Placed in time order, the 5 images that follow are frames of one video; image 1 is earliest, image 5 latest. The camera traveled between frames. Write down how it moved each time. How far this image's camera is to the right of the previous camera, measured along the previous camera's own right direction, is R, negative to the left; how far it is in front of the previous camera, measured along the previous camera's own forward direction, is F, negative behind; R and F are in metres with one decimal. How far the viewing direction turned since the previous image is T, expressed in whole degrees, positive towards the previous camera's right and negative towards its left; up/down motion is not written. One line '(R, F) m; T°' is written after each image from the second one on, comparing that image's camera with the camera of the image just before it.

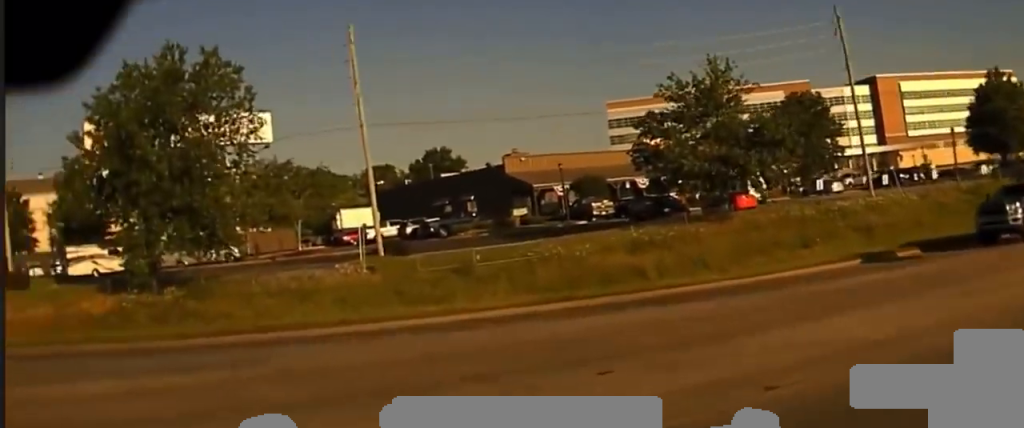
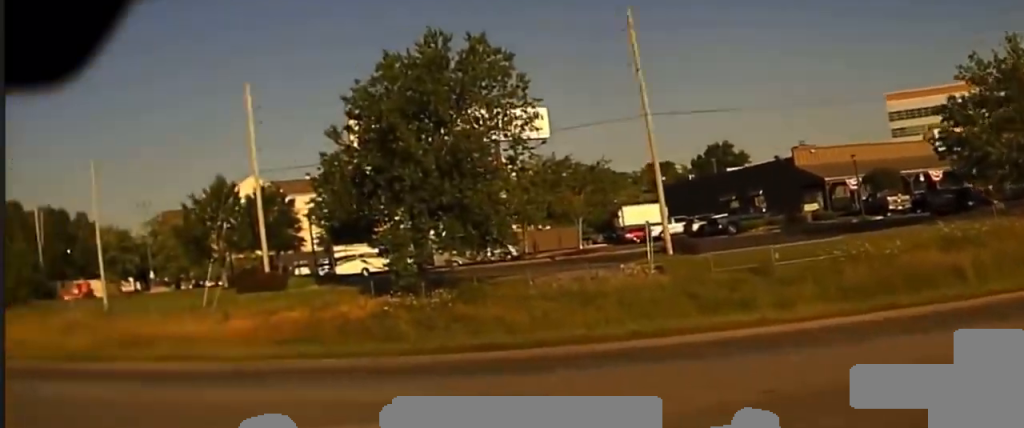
(-0.7, +5.1) m; -20°
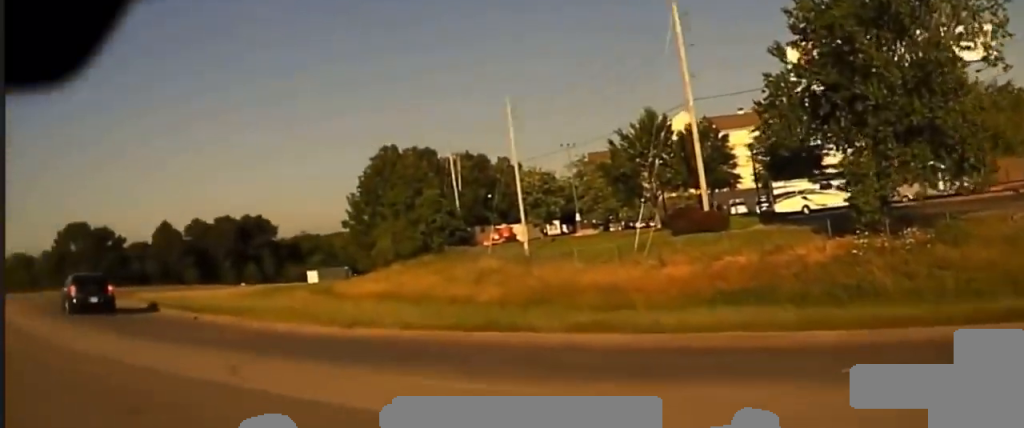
(-2.0, +5.8) m; -27°
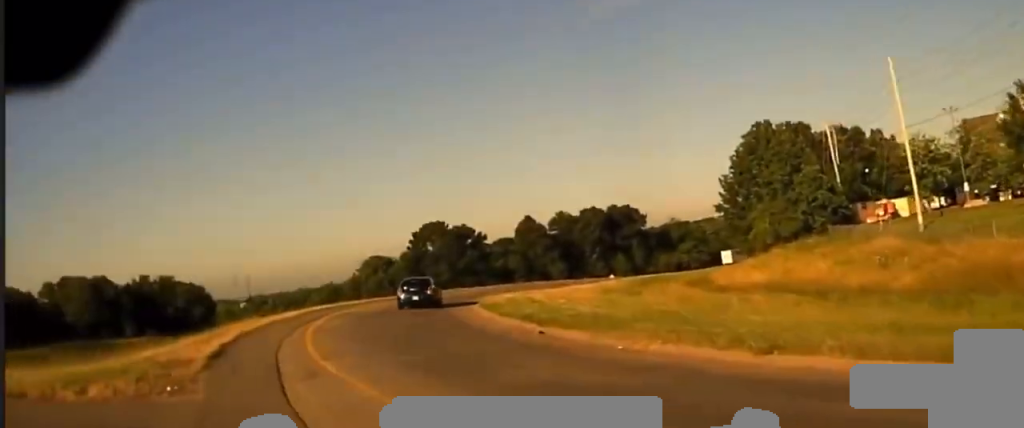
(-1.3, +6.0) m; -17°
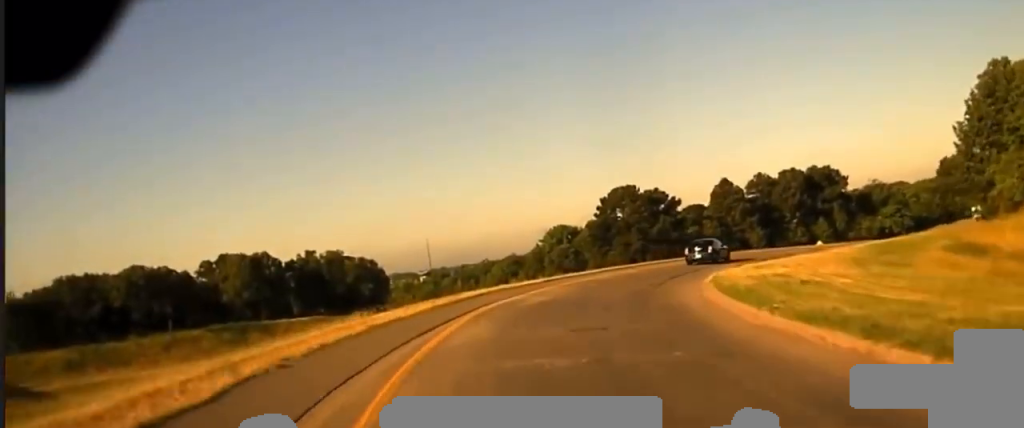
(-1.2, +9.4) m; -12°
